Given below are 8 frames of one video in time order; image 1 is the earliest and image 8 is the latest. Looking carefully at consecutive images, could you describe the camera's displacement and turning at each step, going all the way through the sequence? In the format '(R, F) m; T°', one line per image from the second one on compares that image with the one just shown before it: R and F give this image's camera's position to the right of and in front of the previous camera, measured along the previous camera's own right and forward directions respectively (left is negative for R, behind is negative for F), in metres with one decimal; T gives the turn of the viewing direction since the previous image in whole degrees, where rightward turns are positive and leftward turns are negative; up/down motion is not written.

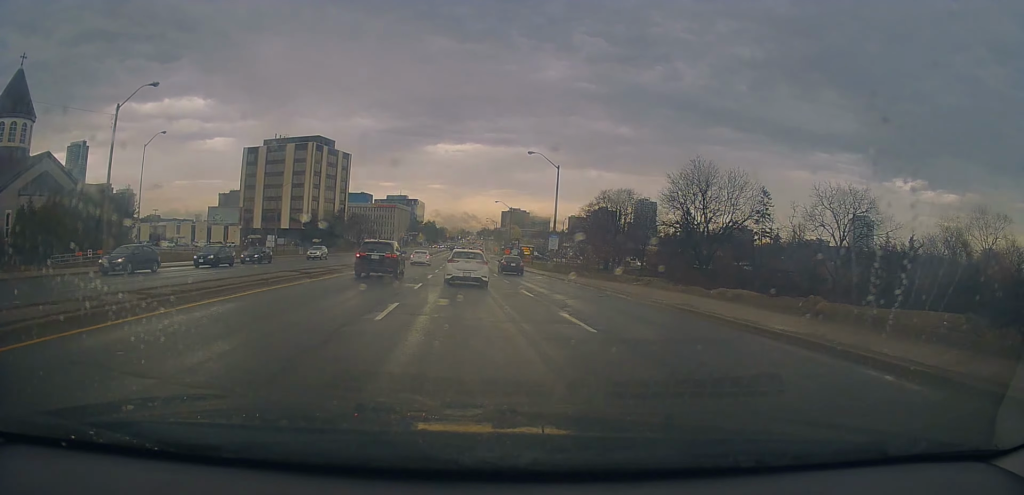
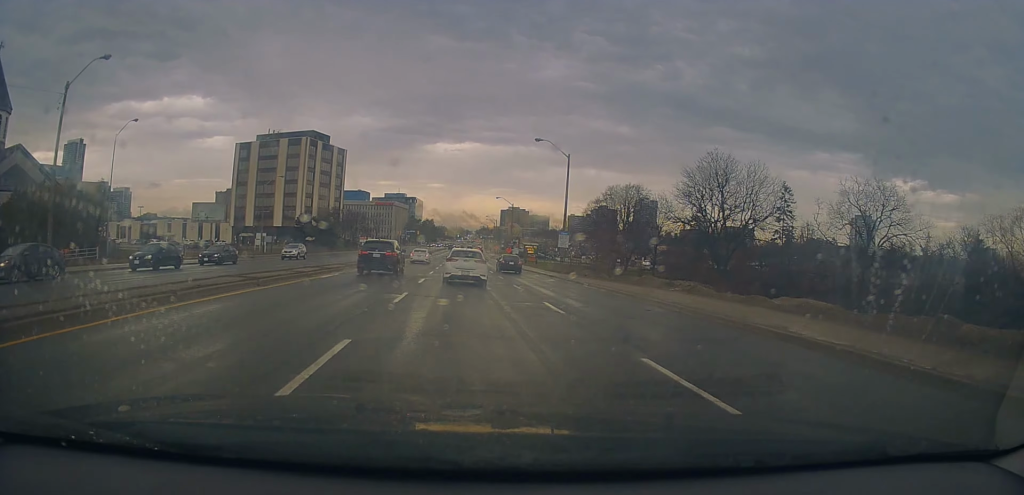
(-0.1, +6.3) m; 0°
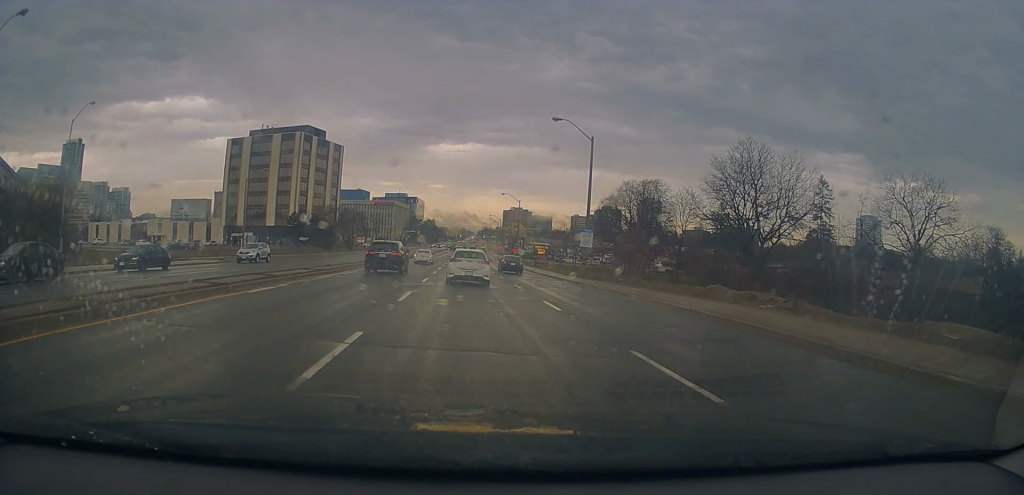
(-0.4, +8.4) m; +1°
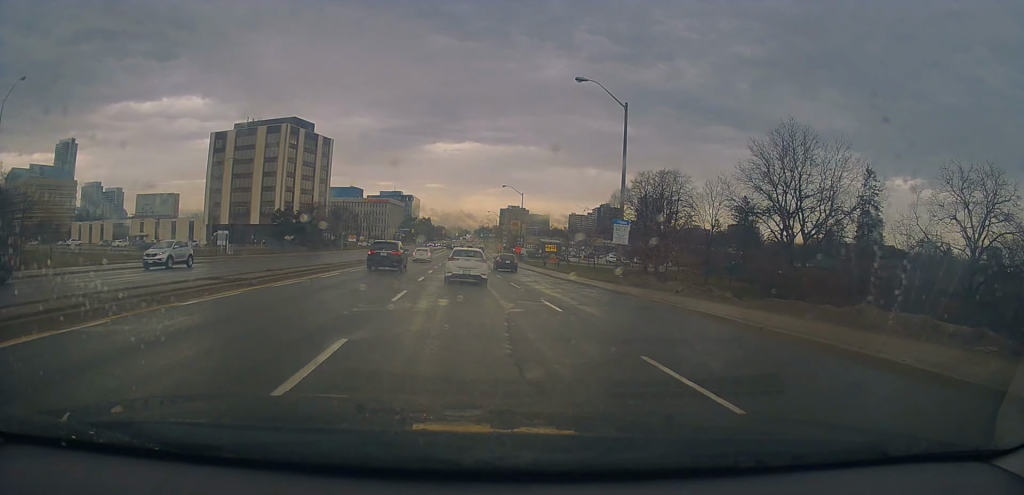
(+0.6, +9.5) m; 0°
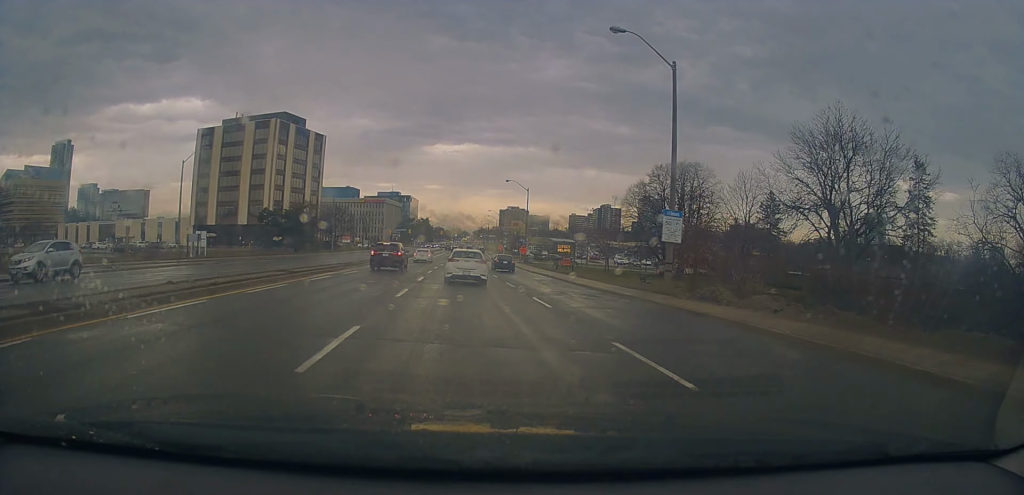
(-0.3, +8.3) m; -2°
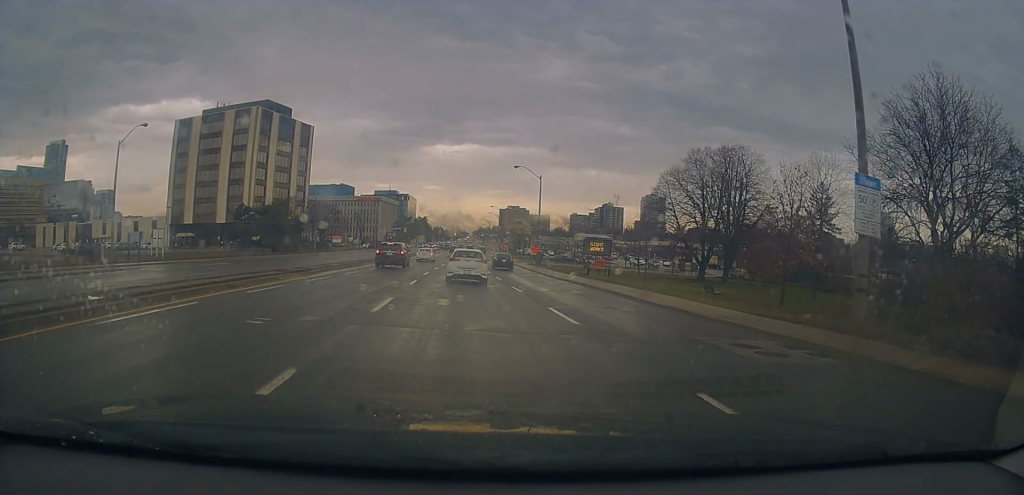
(-0.2, +13.2) m; +1°
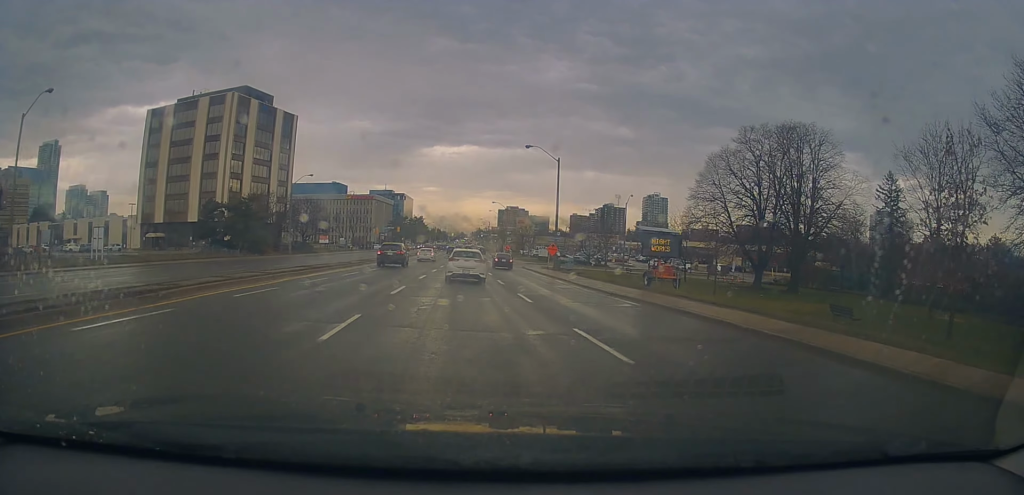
(+0.6, +13.5) m; +2°
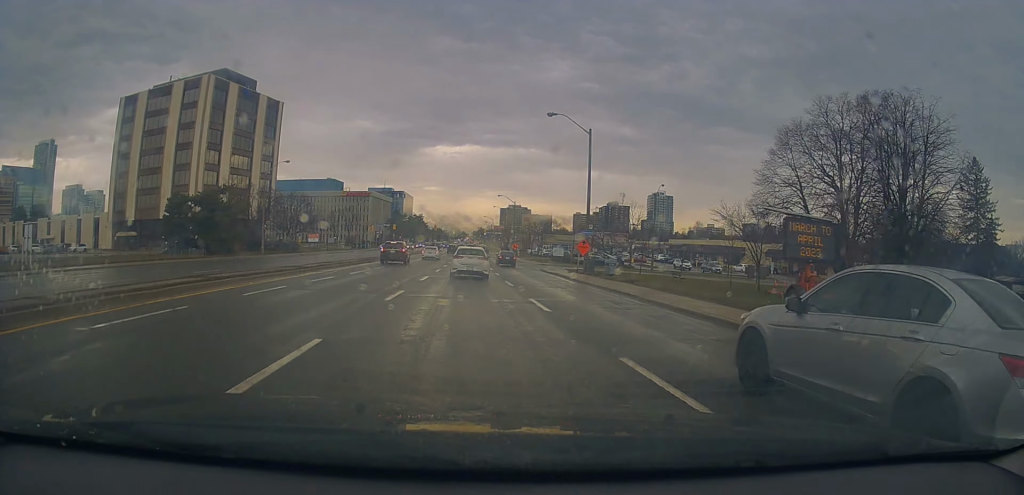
(-0.3, +12.6) m; -3°
